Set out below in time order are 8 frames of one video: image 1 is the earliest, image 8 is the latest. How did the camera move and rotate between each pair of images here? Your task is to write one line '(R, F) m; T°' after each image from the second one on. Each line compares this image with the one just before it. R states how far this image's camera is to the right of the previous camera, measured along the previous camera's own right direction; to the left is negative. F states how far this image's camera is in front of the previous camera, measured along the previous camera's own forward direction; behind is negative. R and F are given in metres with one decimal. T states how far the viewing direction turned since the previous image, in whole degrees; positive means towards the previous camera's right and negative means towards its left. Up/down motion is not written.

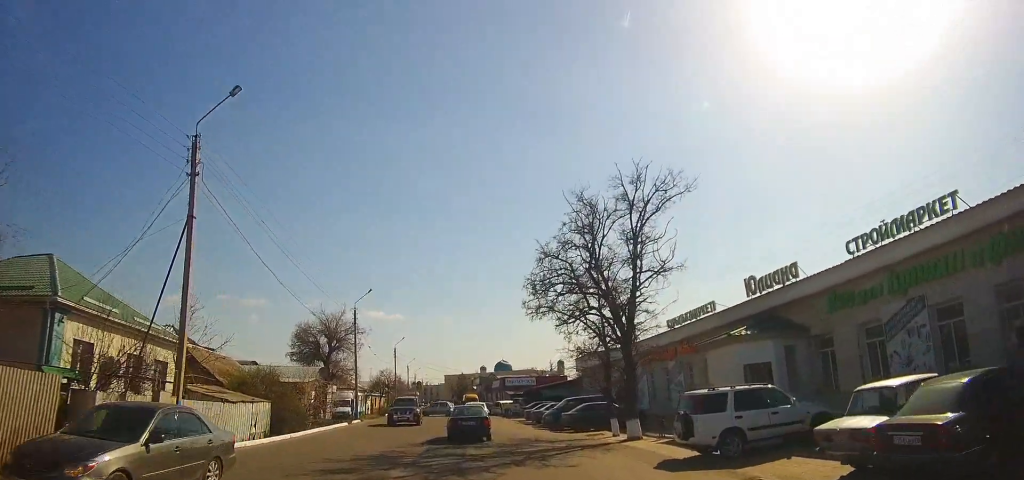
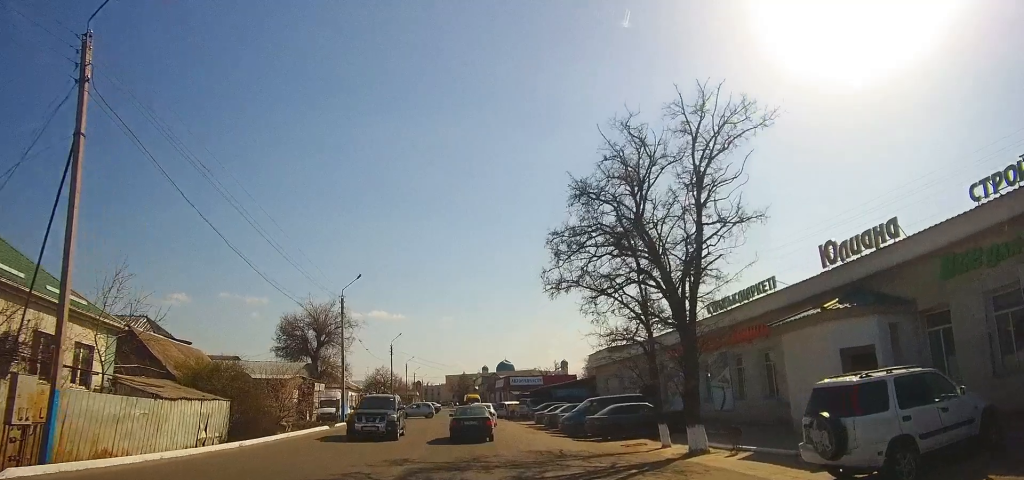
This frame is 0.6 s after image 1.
(-0.1, +5.6) m; -1°
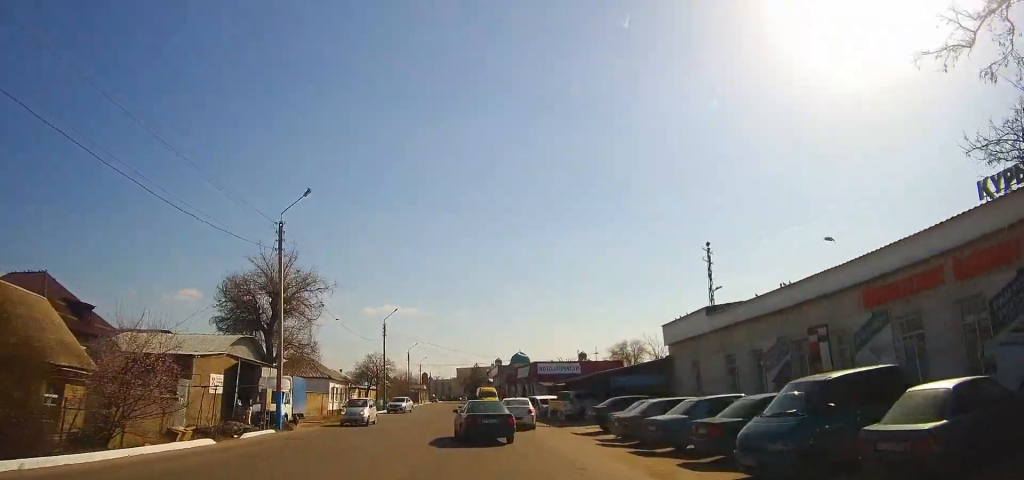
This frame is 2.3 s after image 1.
(-0.2, +16.4) m; -1°
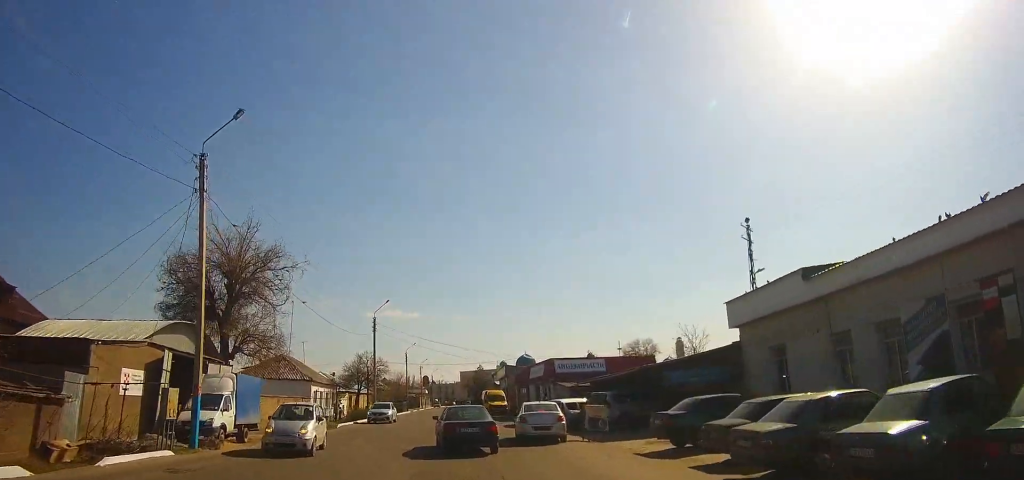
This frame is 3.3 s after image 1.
(-0.1, +9.1) m; -1°
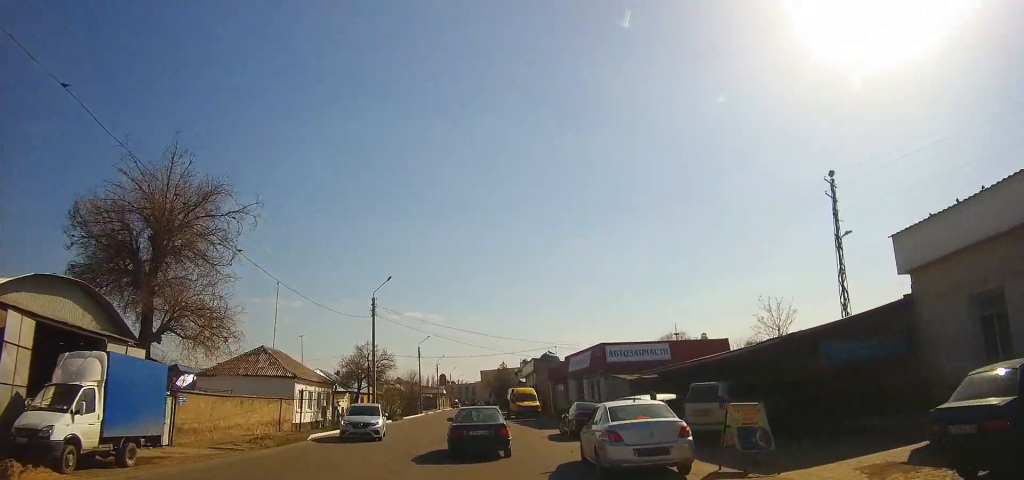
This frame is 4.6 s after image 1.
(-0.2, +11.0) m; -2°
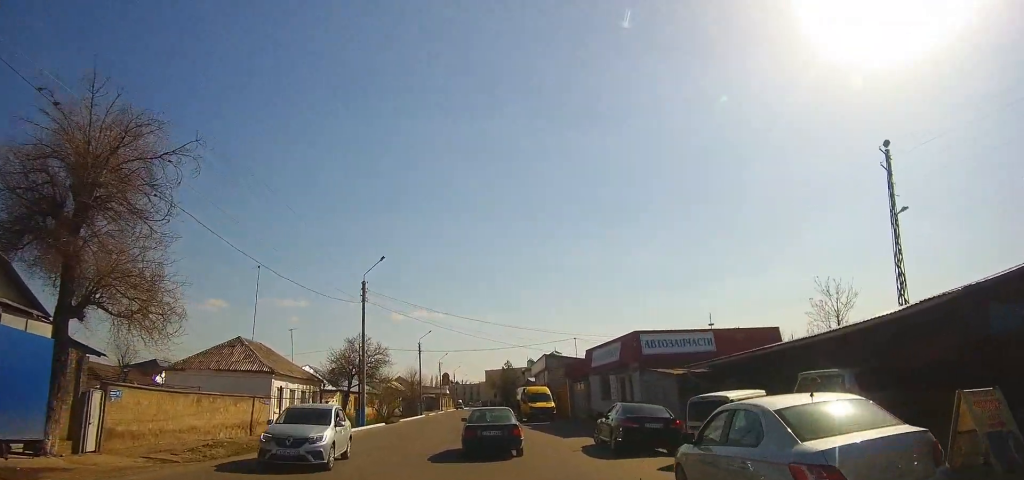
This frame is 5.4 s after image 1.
(0.0, +6.0) m; 0°
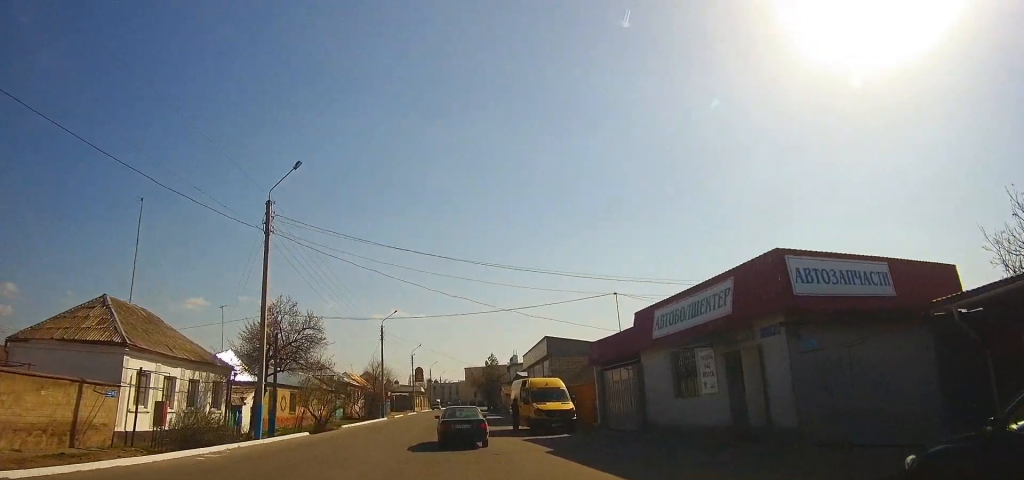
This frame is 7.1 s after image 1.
(0.0, +14.9) m; 0°
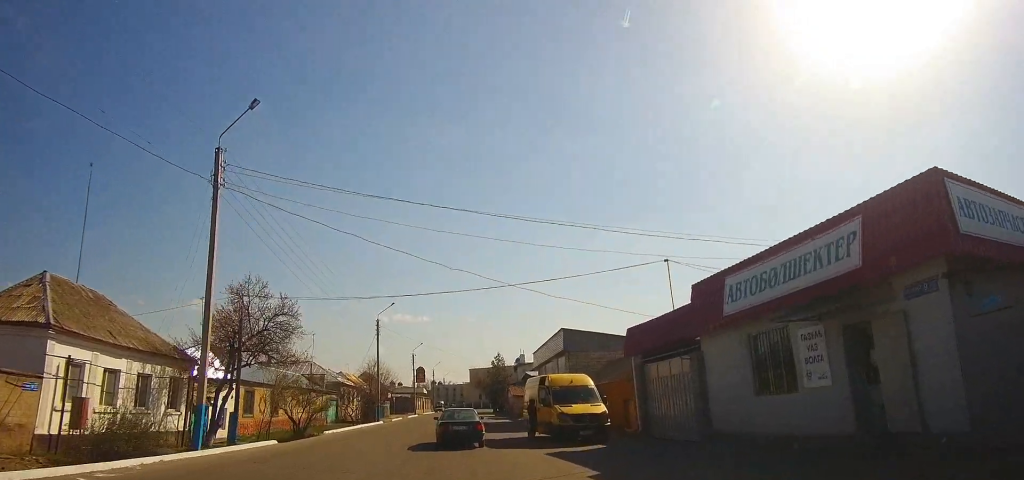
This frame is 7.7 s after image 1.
(0.0, +5.0) m; 0°
